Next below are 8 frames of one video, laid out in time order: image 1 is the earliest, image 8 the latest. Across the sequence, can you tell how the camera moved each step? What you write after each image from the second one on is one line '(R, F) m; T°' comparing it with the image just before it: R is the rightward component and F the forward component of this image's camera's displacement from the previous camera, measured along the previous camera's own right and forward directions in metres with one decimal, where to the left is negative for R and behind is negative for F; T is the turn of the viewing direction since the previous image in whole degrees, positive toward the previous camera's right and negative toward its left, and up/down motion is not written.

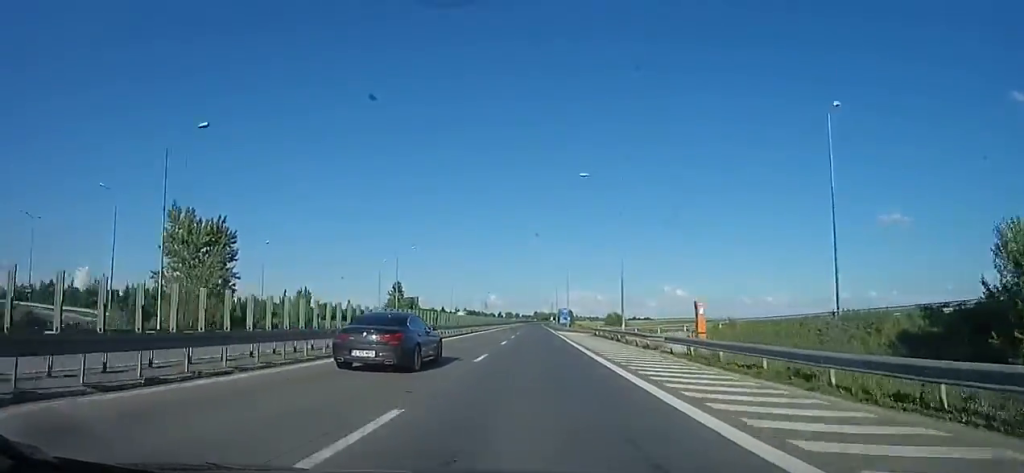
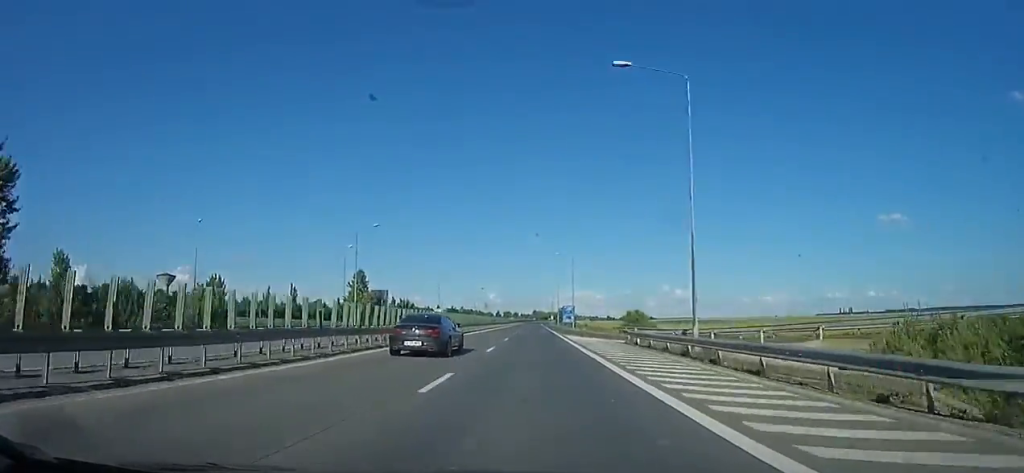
(+0.2, +18.6) m; +1°
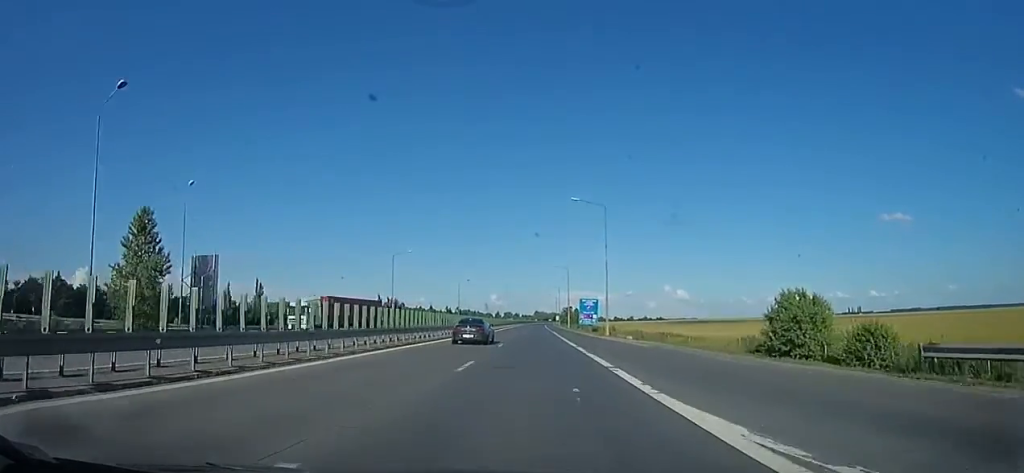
(+0.3, +42.1) m; -2°
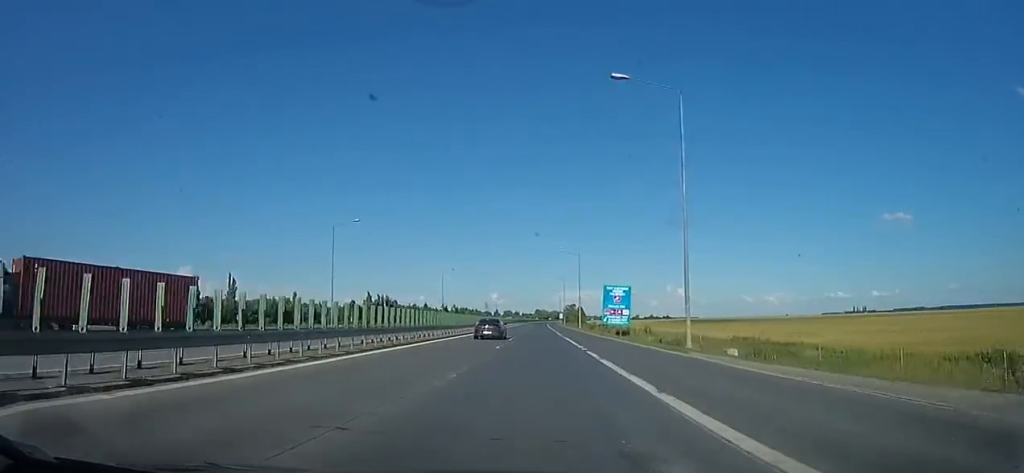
(-0.5, +26.2) m; -1°
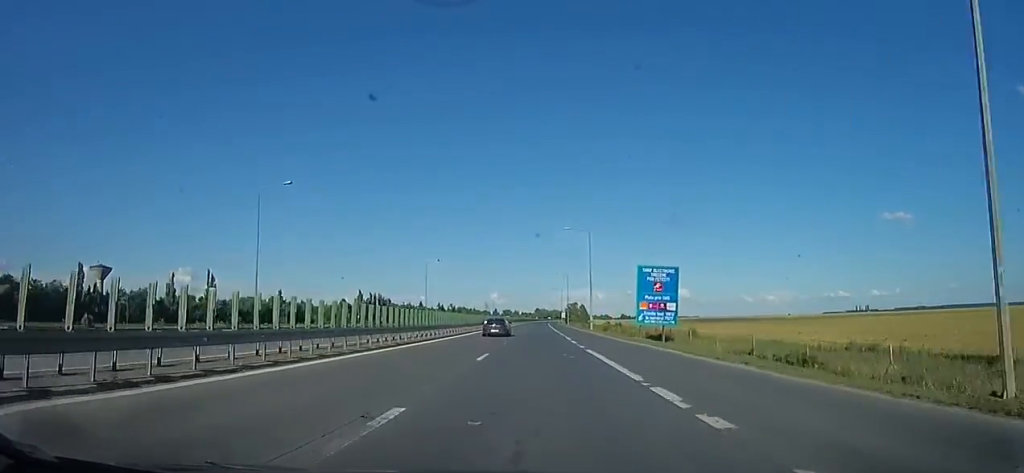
(0.0, +17.3) m; 0°
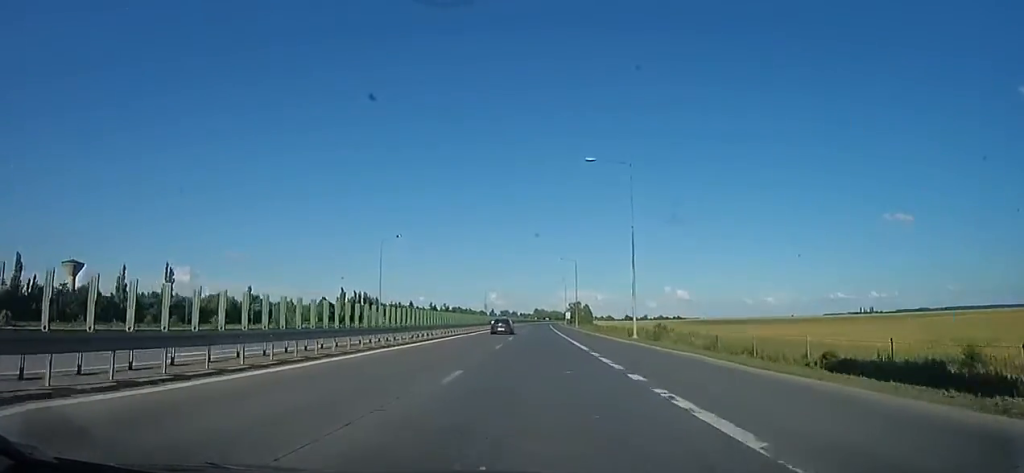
(0.0, +29.3) m; +1°
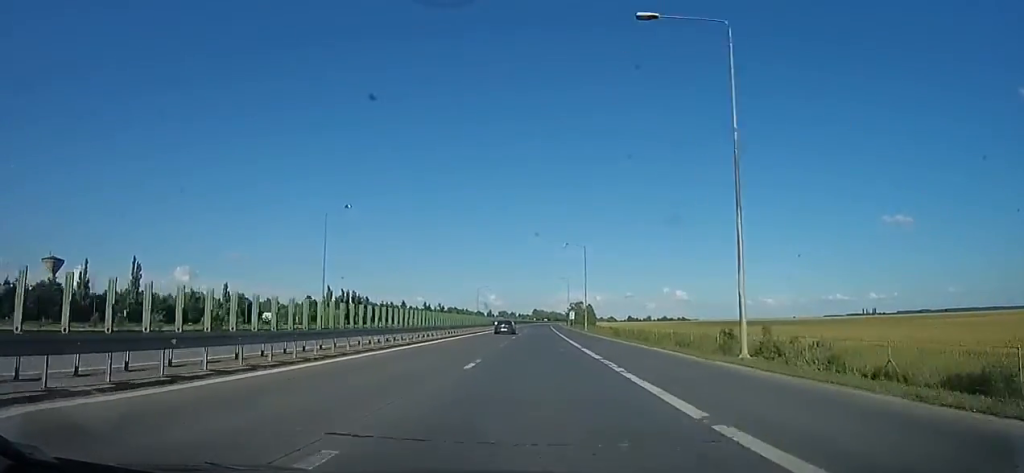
(+0.4, +19.4) m; +1°
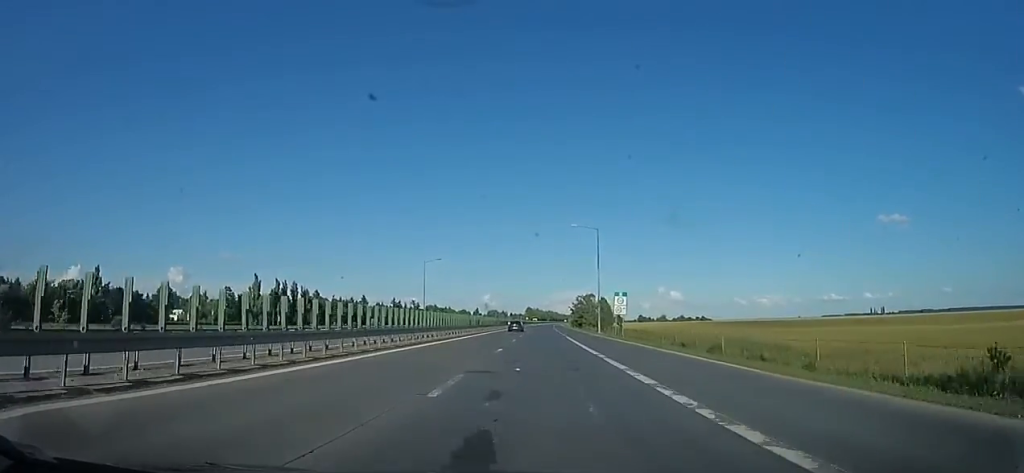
(-0.5, +74.9) m; -1°
